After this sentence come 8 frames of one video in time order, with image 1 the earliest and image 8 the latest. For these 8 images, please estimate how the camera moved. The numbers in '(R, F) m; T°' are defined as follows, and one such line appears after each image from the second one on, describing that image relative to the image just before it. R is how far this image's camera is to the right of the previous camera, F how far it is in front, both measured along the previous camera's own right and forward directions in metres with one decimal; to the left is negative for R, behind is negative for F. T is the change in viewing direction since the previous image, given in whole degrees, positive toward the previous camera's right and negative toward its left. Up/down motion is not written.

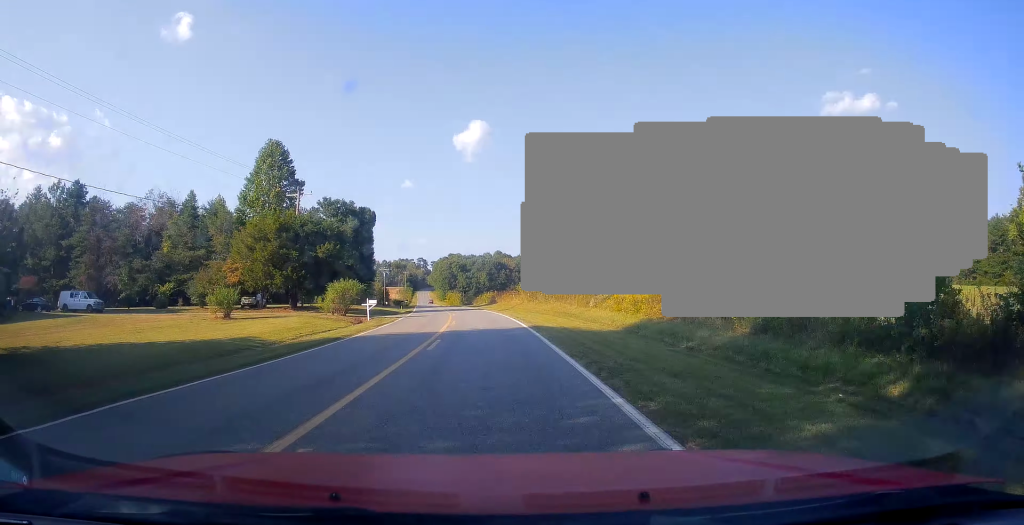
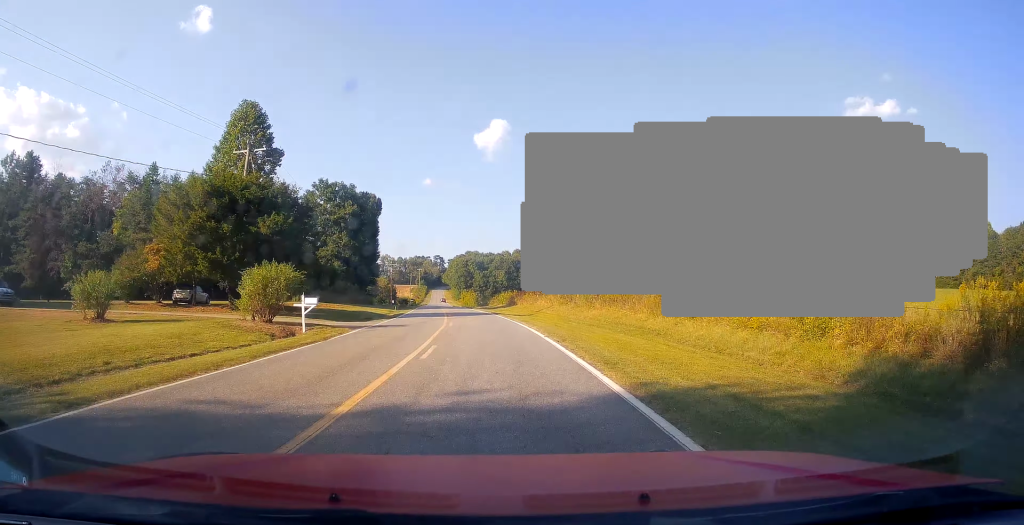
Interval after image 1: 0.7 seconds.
(-0.3, +14.6) m; -2°
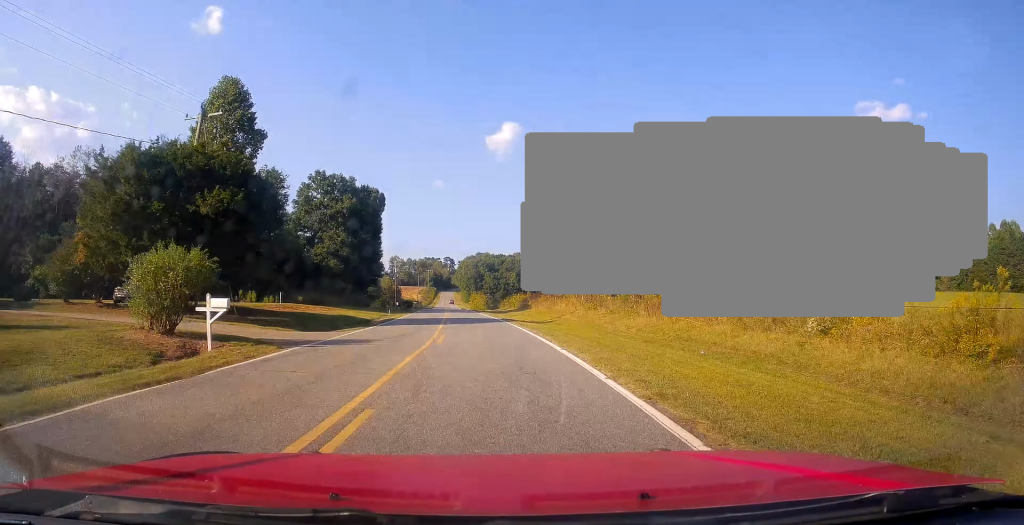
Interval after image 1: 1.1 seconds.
(+0.1, +8.6) m; -1°
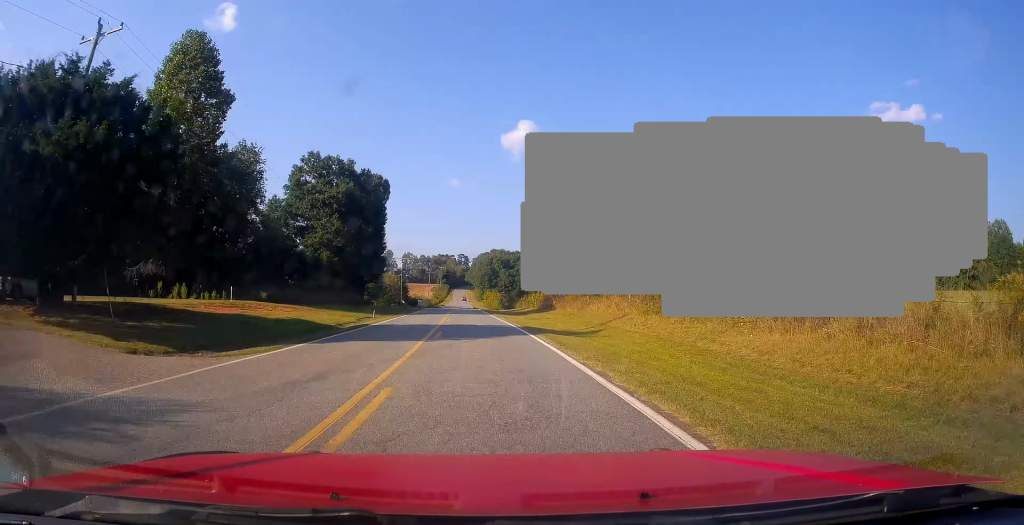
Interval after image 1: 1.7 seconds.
(-0.1, +11.2) m; -1°
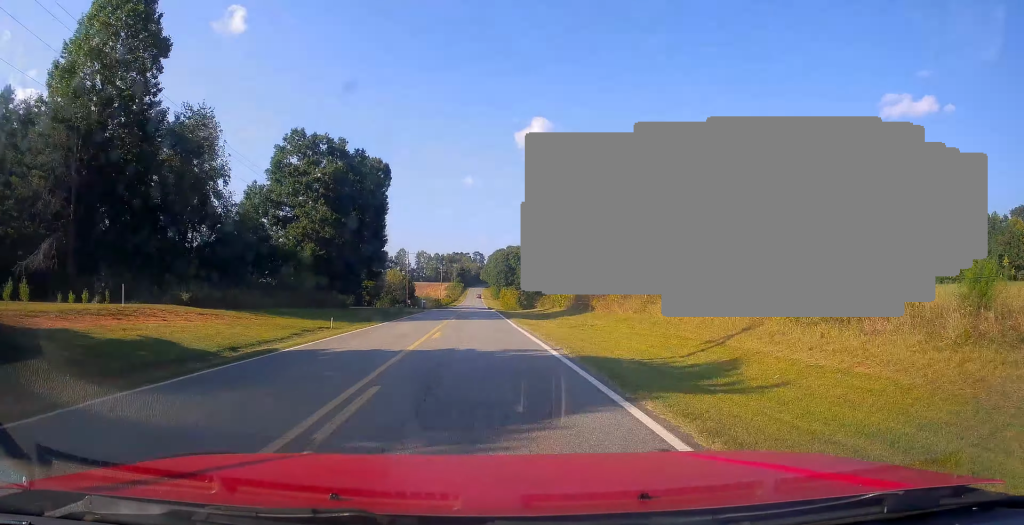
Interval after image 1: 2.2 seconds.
(-0.4, +12.1) m; -1°
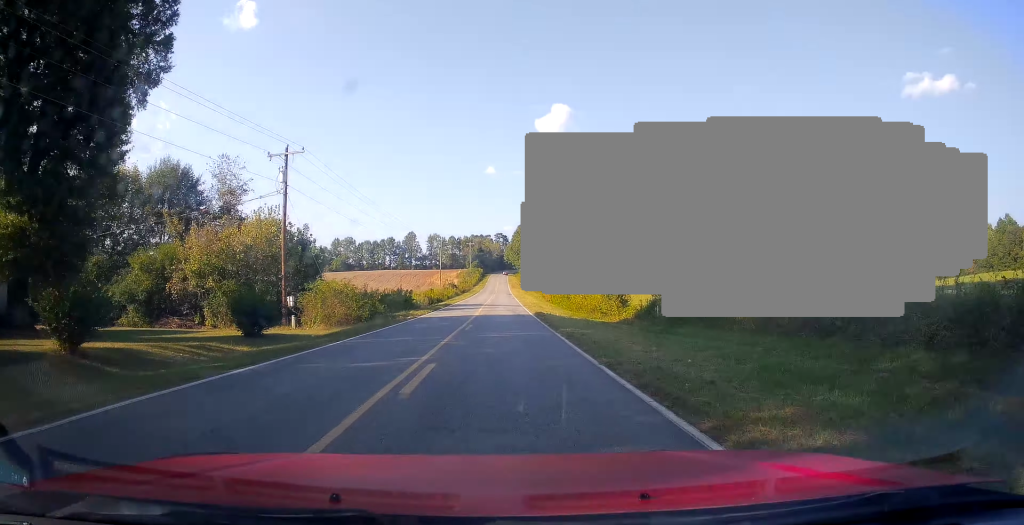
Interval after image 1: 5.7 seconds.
(-2.8, +72.2) m; -3°
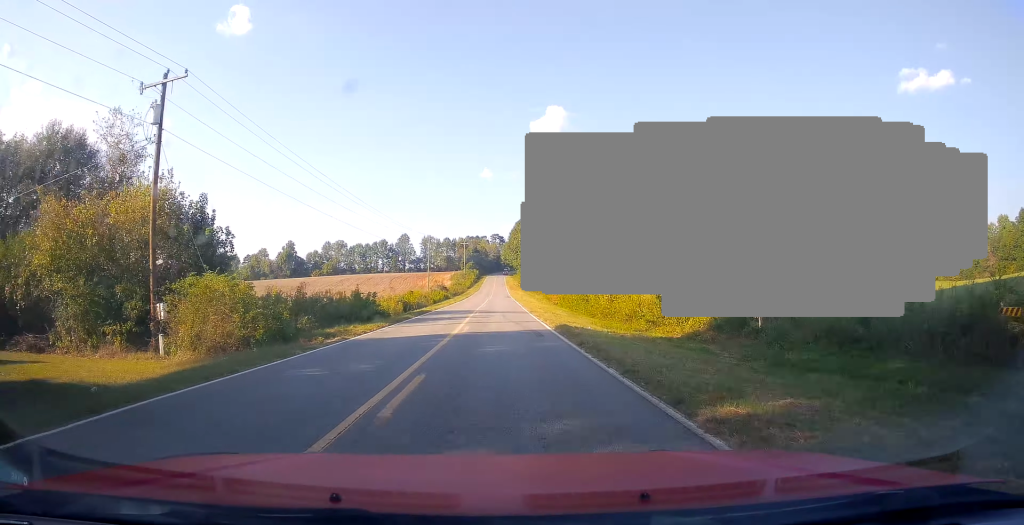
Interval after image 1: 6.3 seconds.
(-0.1, +13.6) m; +1°
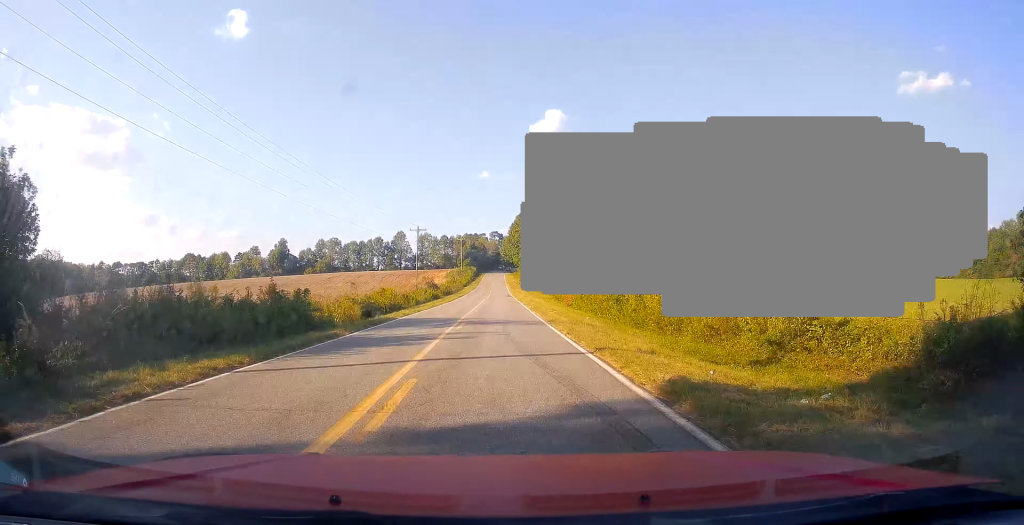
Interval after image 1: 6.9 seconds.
(+0.1, +12.9) m; 0°
